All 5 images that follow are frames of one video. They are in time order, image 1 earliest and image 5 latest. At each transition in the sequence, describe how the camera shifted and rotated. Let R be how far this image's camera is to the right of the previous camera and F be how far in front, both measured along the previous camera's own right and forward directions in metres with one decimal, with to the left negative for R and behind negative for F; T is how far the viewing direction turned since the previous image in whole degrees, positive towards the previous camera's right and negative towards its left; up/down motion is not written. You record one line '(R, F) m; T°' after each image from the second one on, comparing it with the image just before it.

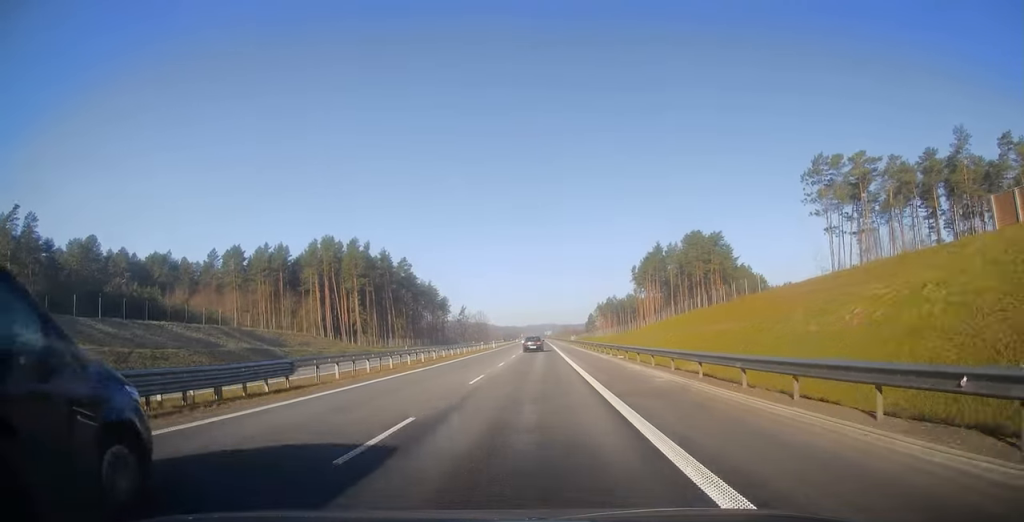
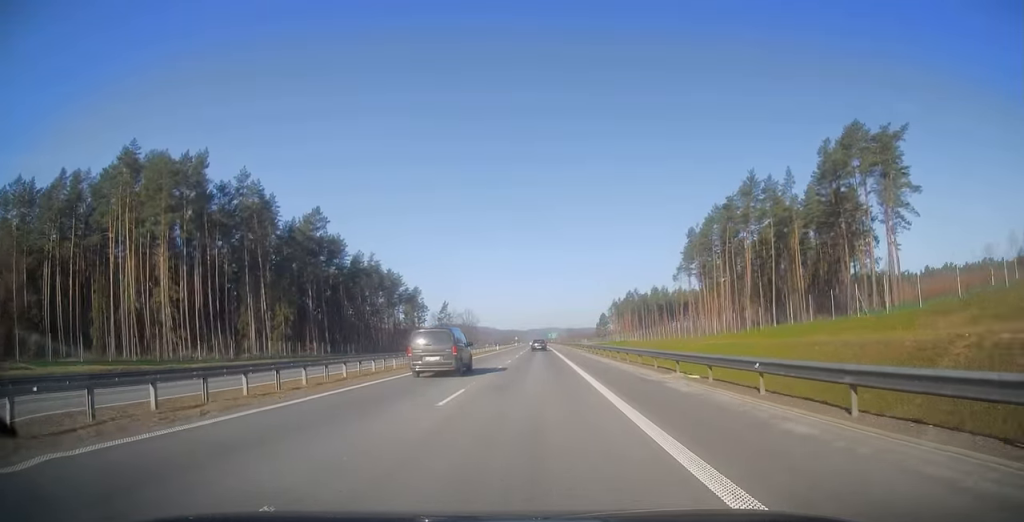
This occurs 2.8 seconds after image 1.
(+1.1, +89.1) m; +1°
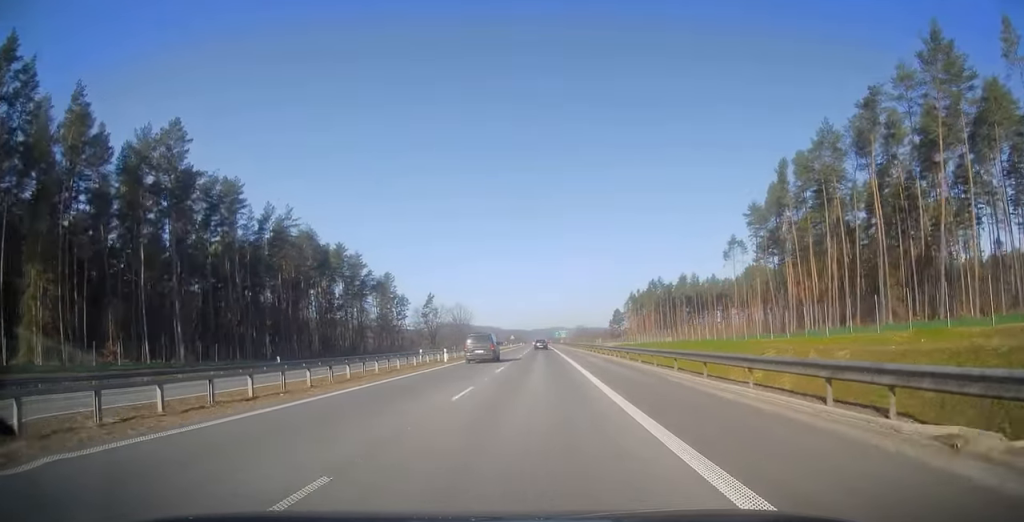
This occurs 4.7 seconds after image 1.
(0.0, +58.3) m; 0°
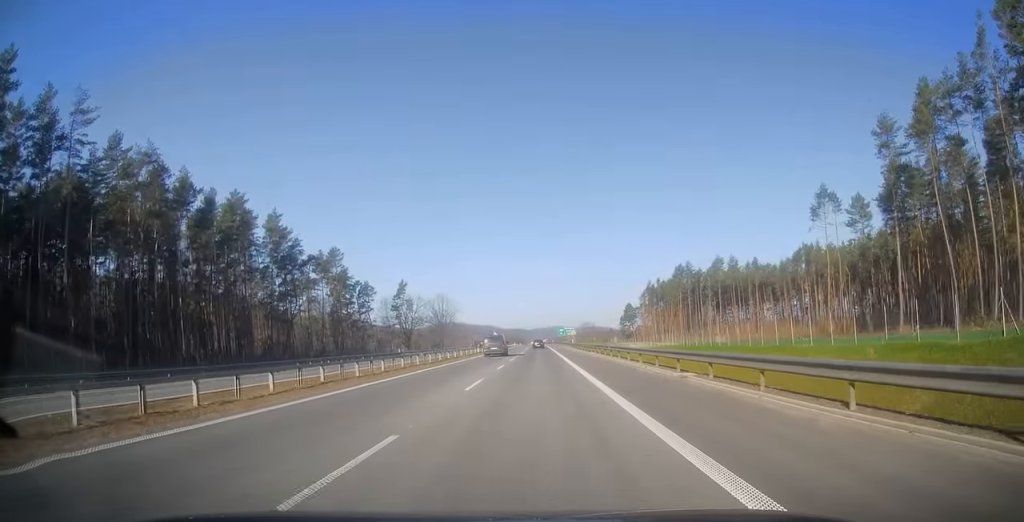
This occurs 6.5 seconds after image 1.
(-0.8, +56.7) m; -1°
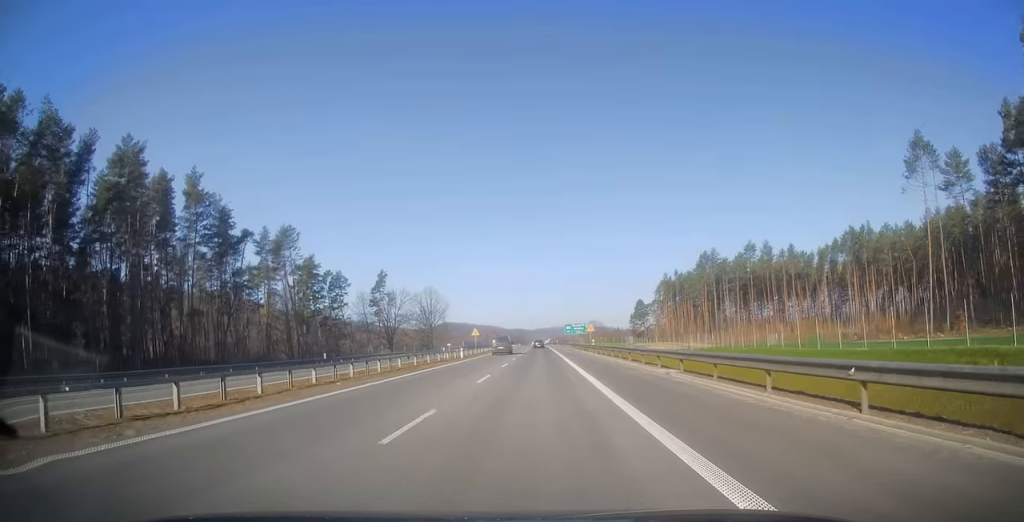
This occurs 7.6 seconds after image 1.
(0.0, +32.3) m; 0°
